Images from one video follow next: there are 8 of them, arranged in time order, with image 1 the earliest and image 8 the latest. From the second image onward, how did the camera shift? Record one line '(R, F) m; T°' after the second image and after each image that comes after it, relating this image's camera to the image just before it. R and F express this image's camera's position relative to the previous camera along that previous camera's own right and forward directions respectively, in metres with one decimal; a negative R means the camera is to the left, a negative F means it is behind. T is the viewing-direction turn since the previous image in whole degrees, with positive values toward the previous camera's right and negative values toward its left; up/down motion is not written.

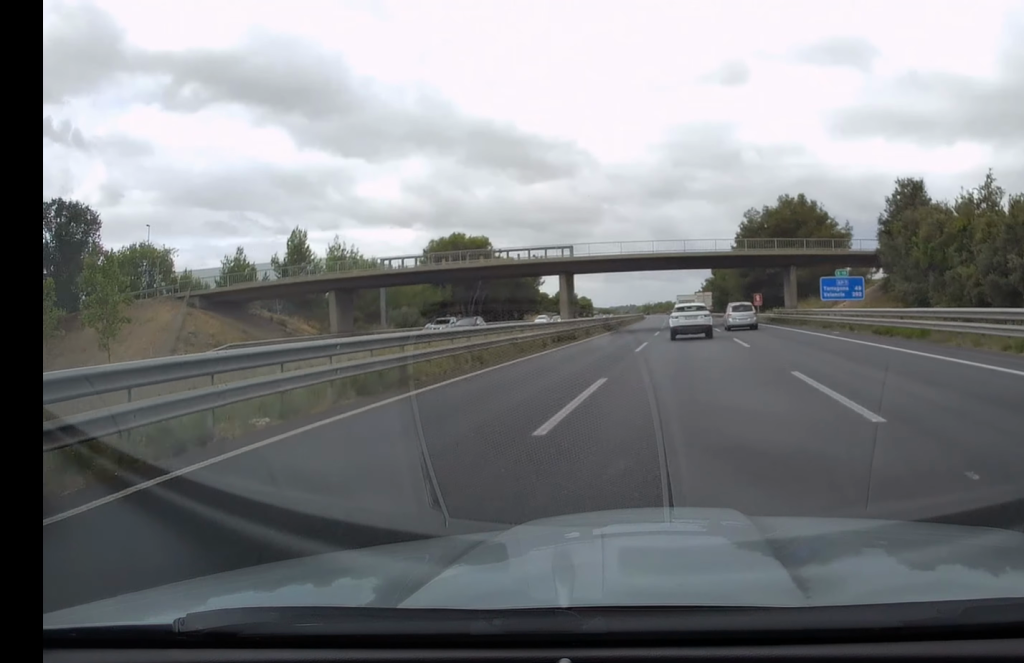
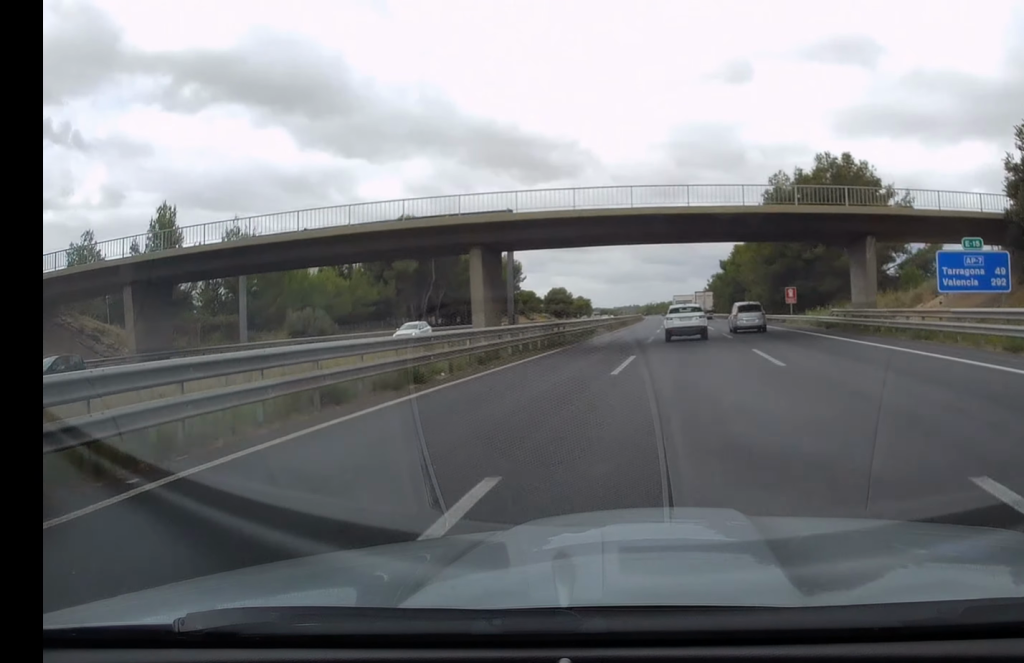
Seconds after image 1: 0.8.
(-0.3, +26.7) m; 0°
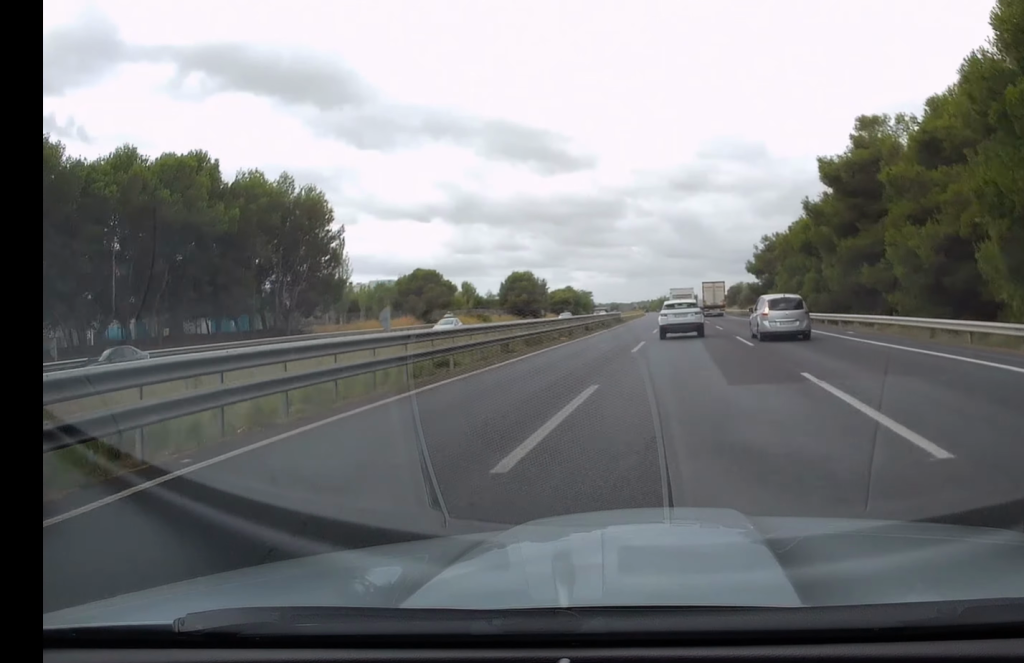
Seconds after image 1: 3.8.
(-0.8, +96.5) m; -1°
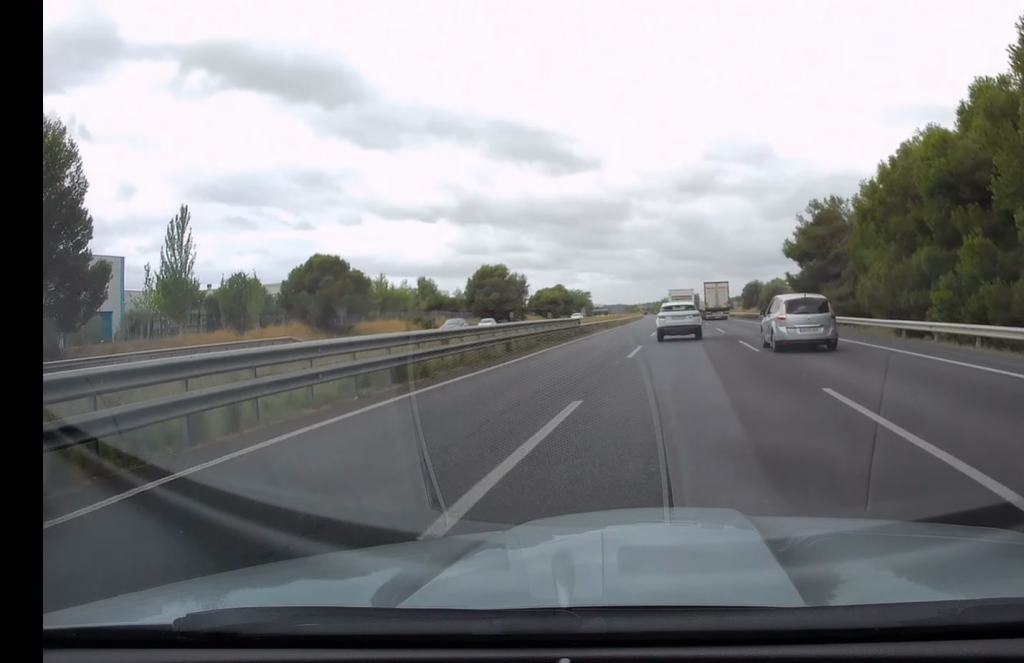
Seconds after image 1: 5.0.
(-0.4, +36.9) m; -1°
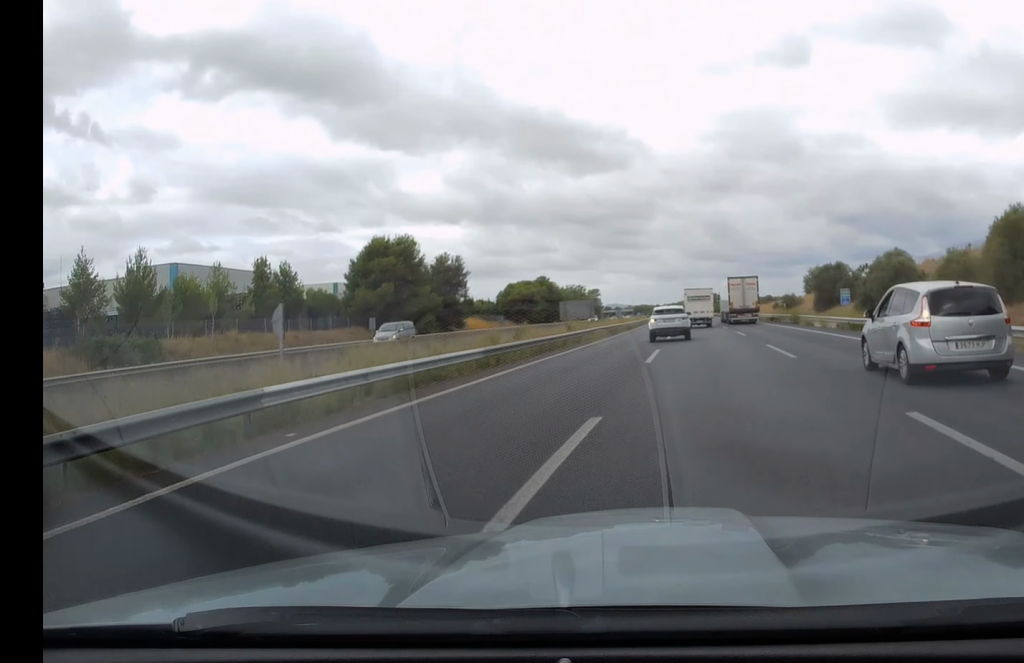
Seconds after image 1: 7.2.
(-0.7, +72.6) m; -2°
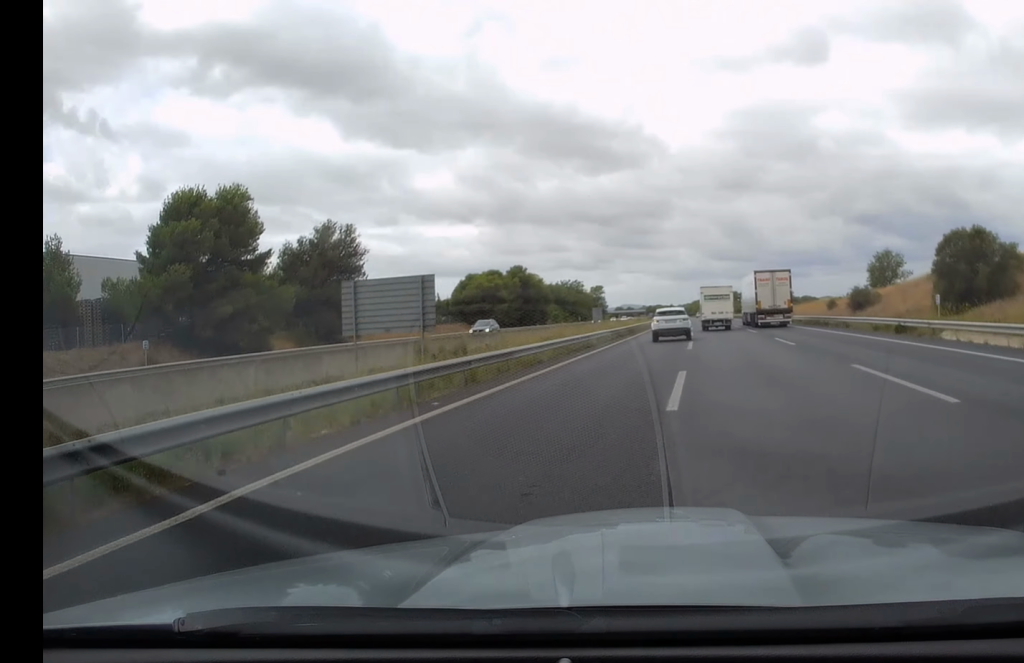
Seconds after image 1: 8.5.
(-0.6, +45.3) m; -1°
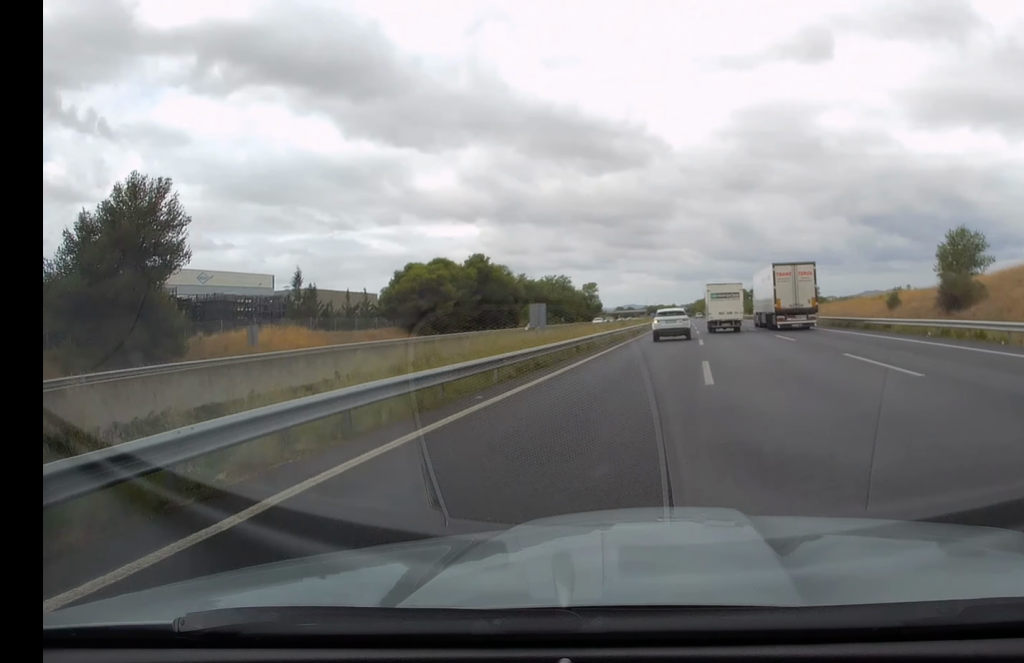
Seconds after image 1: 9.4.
(-0.3, +30.8) m; -1°
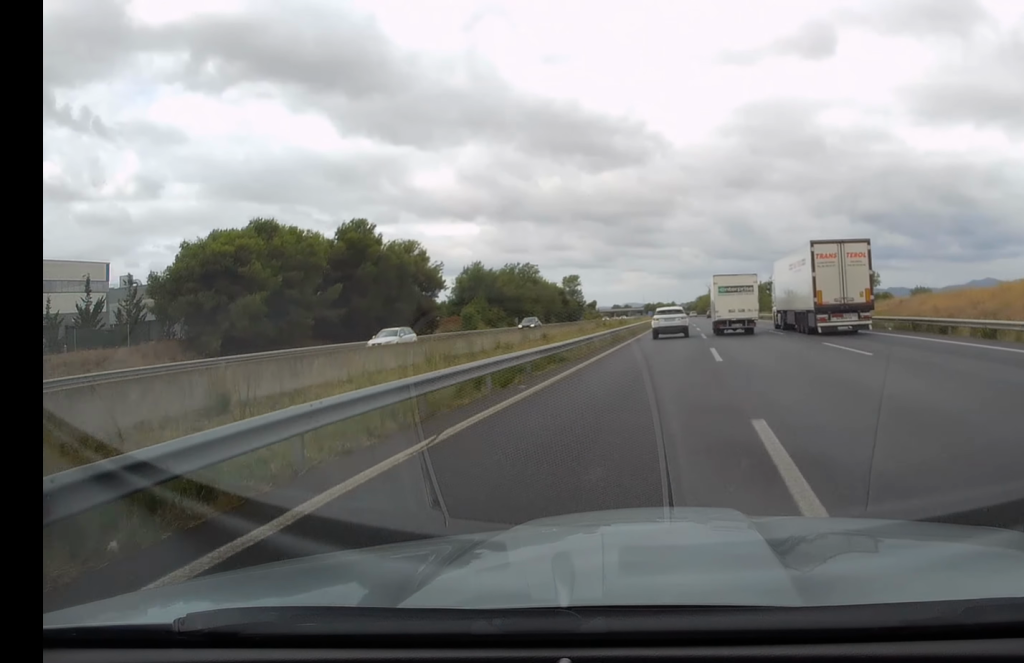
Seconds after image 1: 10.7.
(-0.1, +45.9) m; 0°
